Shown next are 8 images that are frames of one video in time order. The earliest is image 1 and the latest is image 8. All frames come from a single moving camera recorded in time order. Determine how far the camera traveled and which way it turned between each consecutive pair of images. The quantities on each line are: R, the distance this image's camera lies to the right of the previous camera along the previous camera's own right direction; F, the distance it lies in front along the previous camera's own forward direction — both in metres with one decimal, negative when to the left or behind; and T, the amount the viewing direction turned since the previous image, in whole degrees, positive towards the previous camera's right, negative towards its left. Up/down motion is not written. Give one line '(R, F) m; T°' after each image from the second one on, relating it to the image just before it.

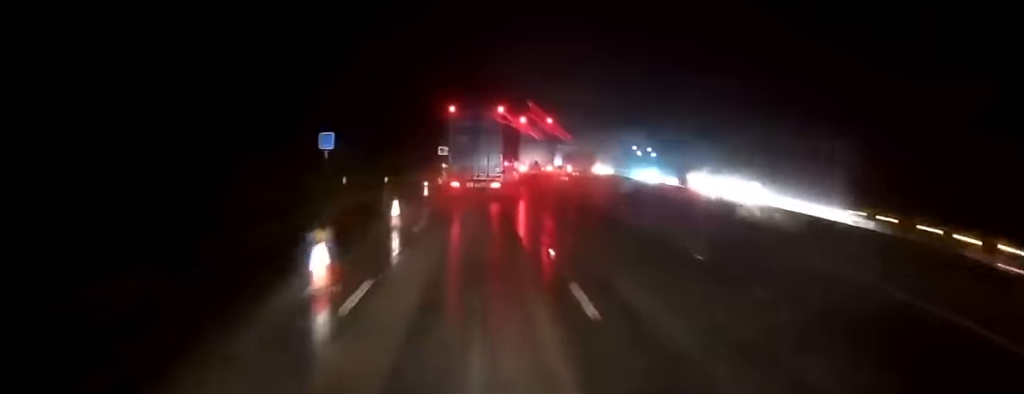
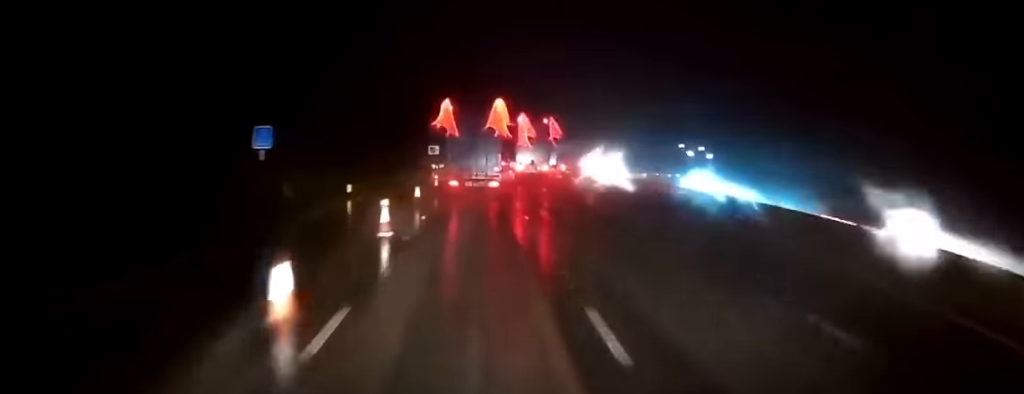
(+0.2, +11.0) m; 0°
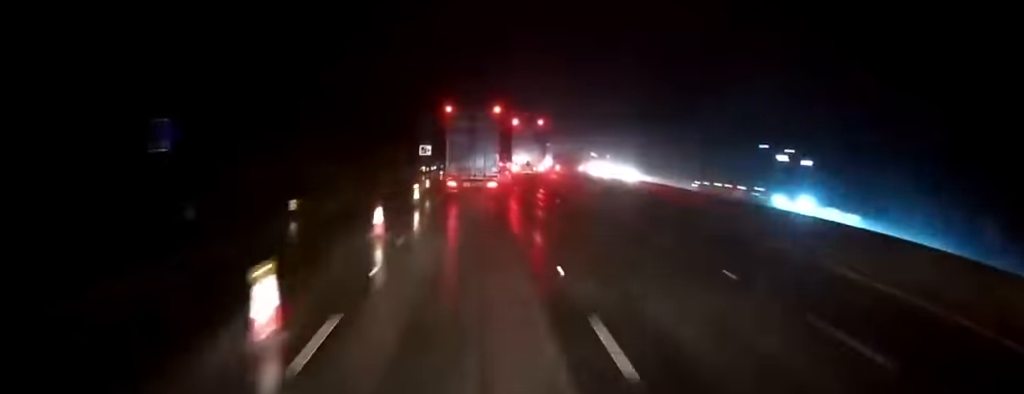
(-0.1, +9.5) m; 0°
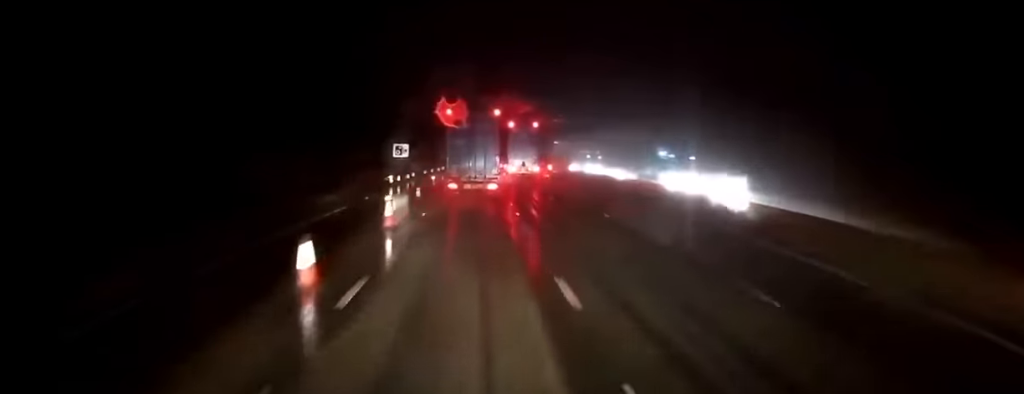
(+0.2, +24.3) m; 0°
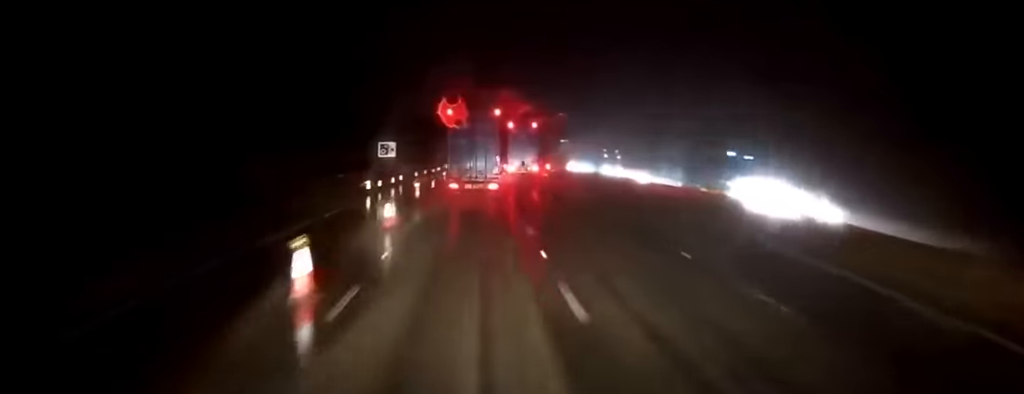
(+0.2, +9.6) m; 0°
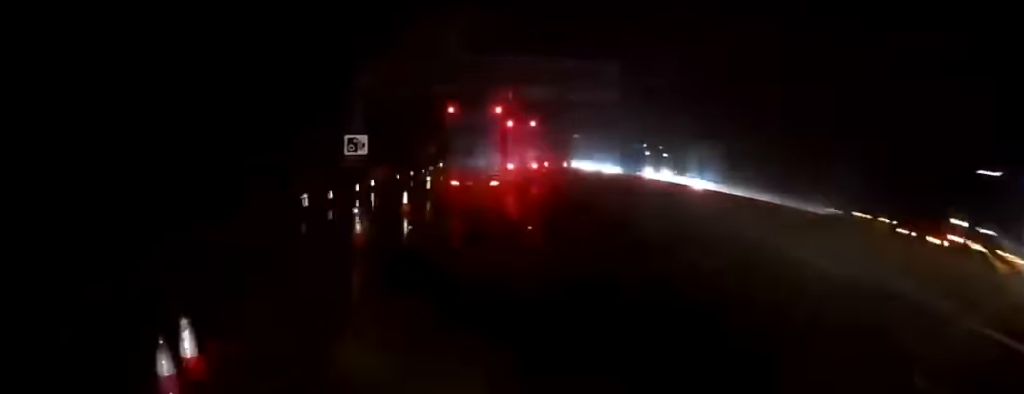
(-0.4, +14.6) m; -1°
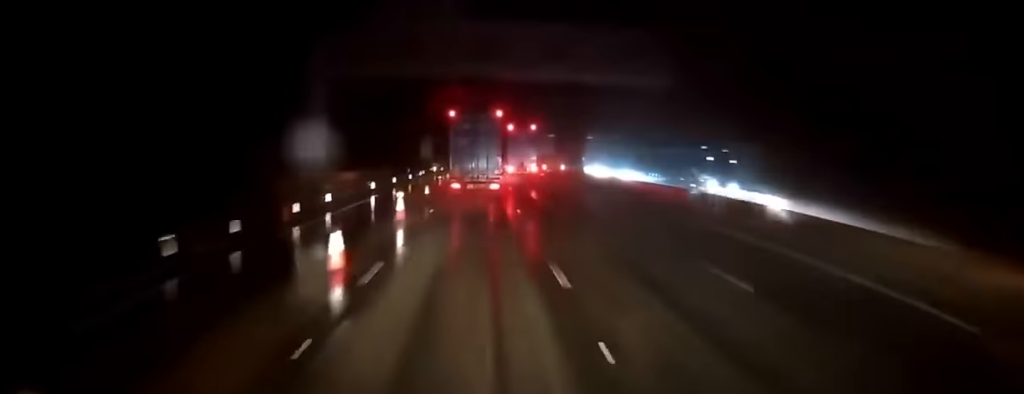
(-0.1, +11.0) m; 0°
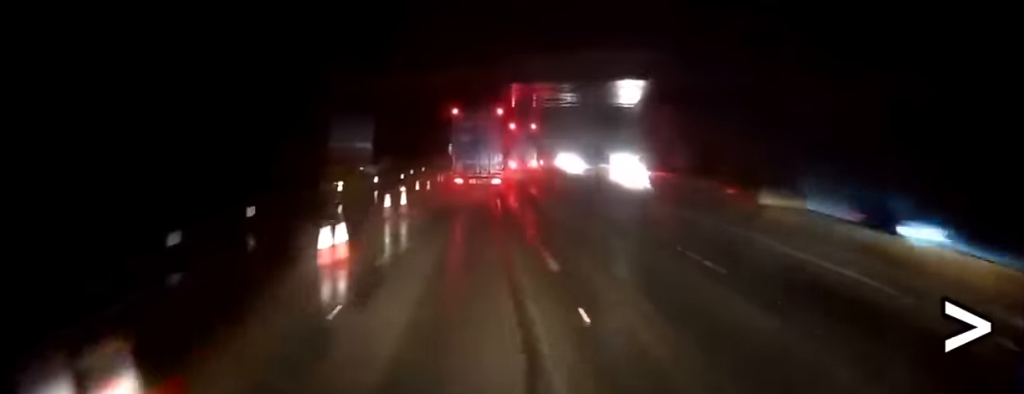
(+0.9, +52.8) m; +1°
